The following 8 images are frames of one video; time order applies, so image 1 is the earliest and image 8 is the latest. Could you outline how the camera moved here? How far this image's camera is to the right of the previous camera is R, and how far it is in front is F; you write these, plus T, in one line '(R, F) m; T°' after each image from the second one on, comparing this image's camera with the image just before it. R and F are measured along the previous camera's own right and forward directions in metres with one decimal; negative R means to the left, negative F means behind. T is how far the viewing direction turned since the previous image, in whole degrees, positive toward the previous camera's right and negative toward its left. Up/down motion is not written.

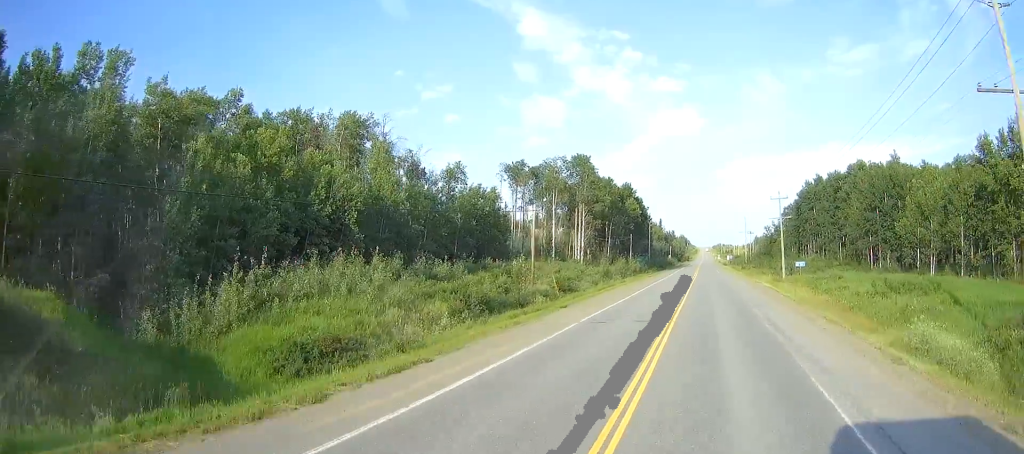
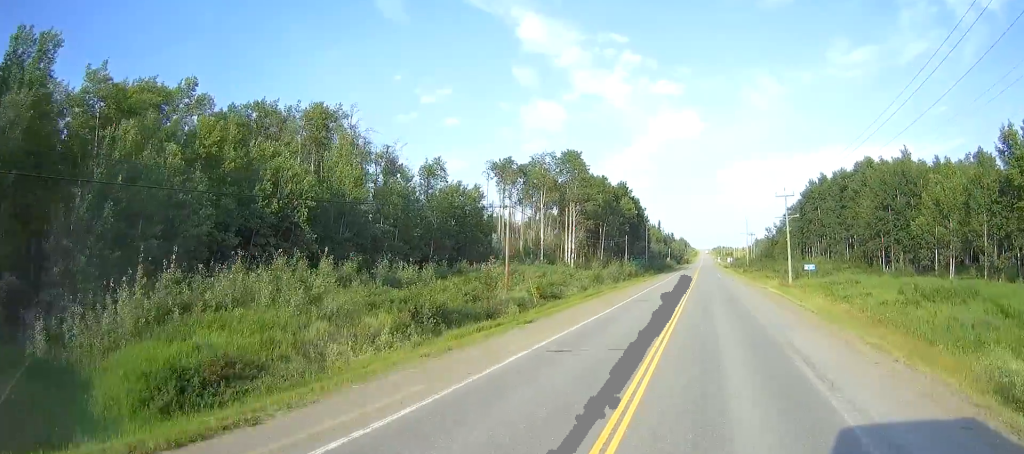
(-0.1, +8.4) m; -1°
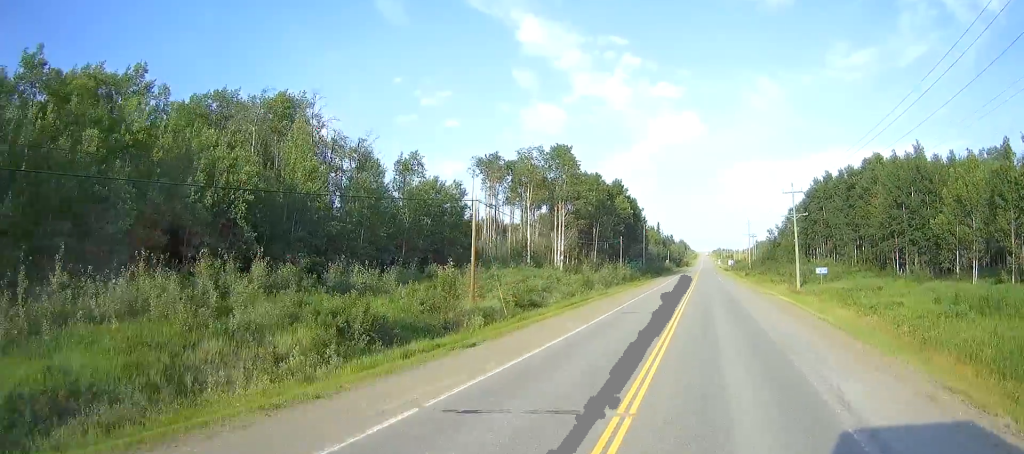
(0.0, +8.3) m; 0°
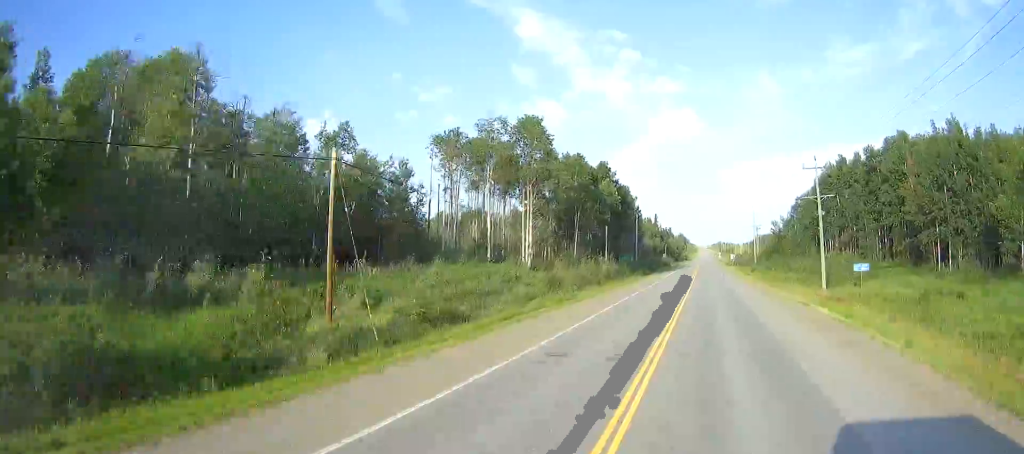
(0.0, +19.0) m; -1°
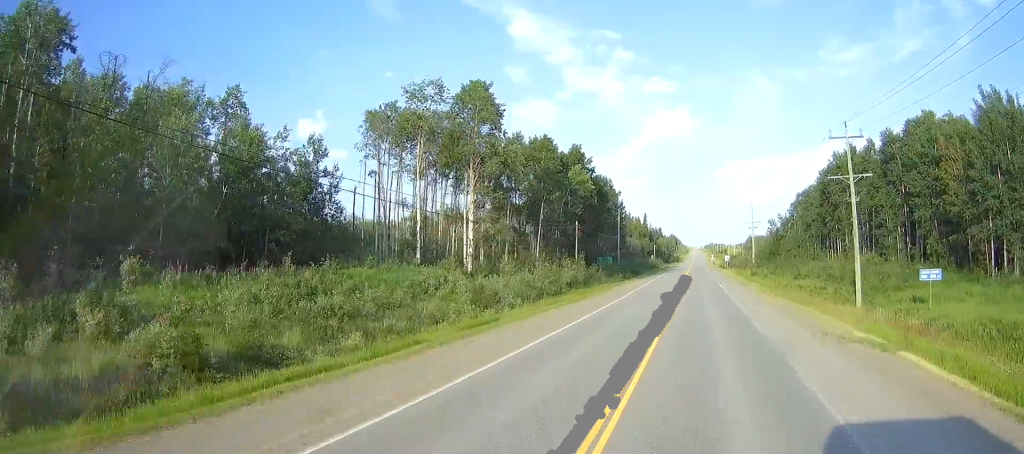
(-0.2, +18.6) m; -2°
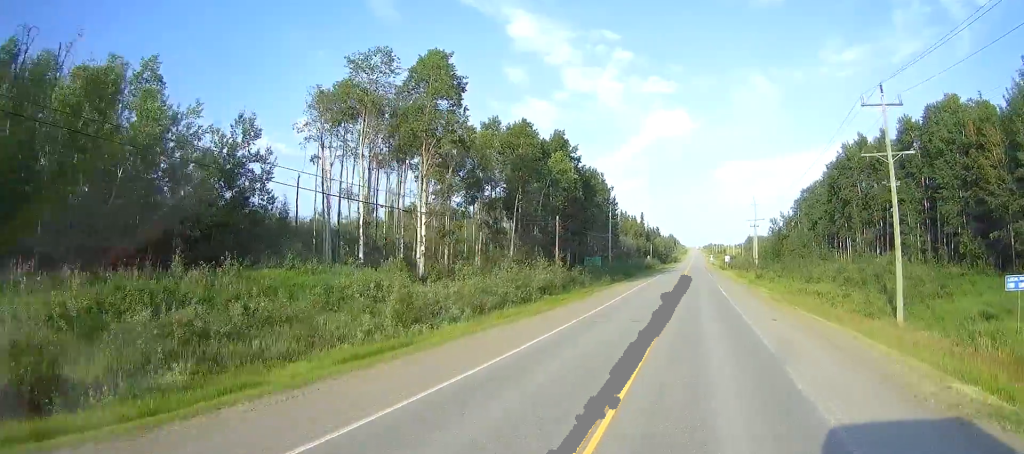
(-0.3, +11.0) m; -1°
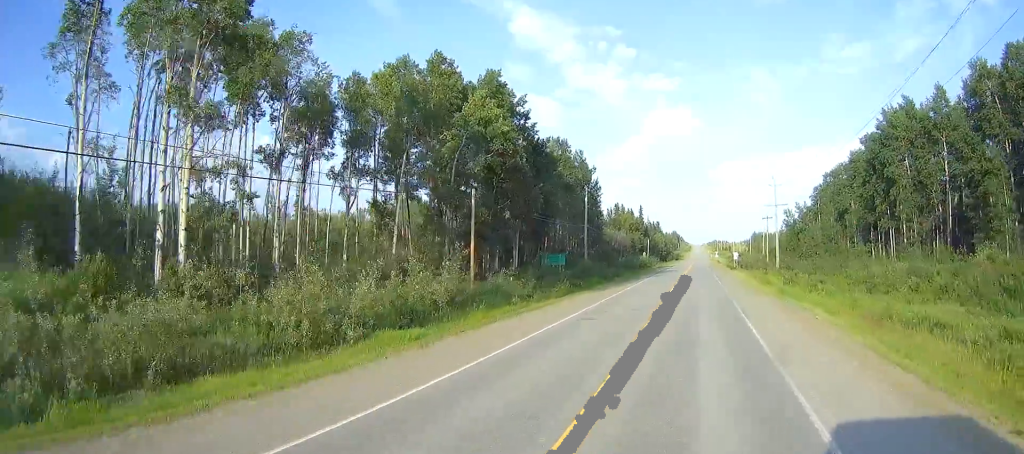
(+0.6, +28.7) m; +1°
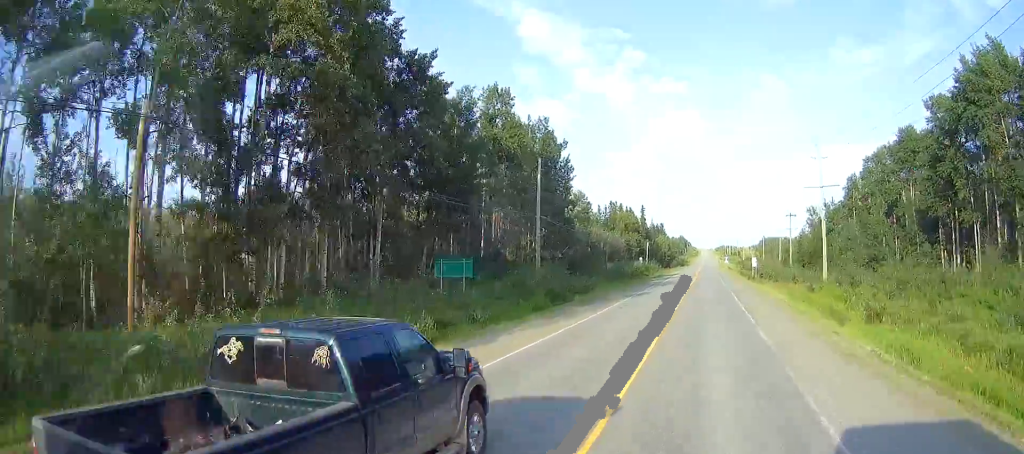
(-0.6, +31.2) m; -2°
